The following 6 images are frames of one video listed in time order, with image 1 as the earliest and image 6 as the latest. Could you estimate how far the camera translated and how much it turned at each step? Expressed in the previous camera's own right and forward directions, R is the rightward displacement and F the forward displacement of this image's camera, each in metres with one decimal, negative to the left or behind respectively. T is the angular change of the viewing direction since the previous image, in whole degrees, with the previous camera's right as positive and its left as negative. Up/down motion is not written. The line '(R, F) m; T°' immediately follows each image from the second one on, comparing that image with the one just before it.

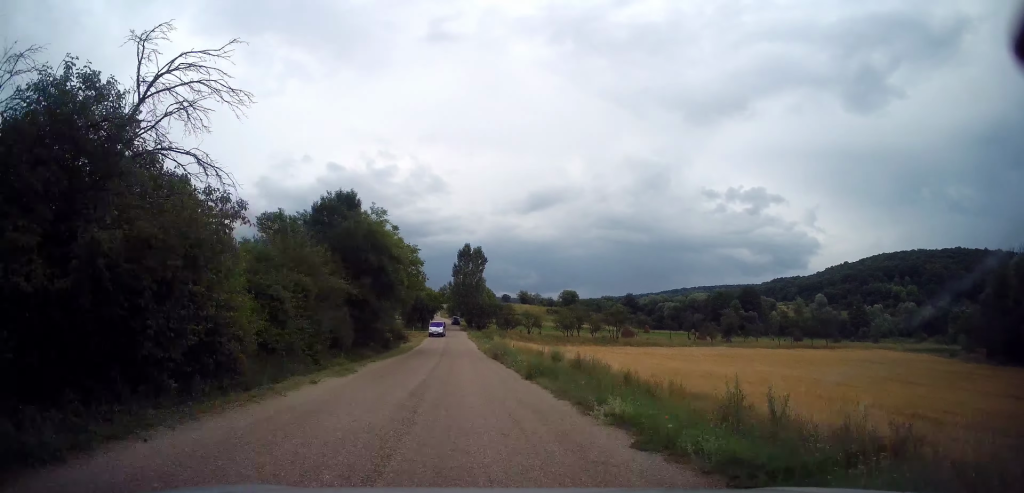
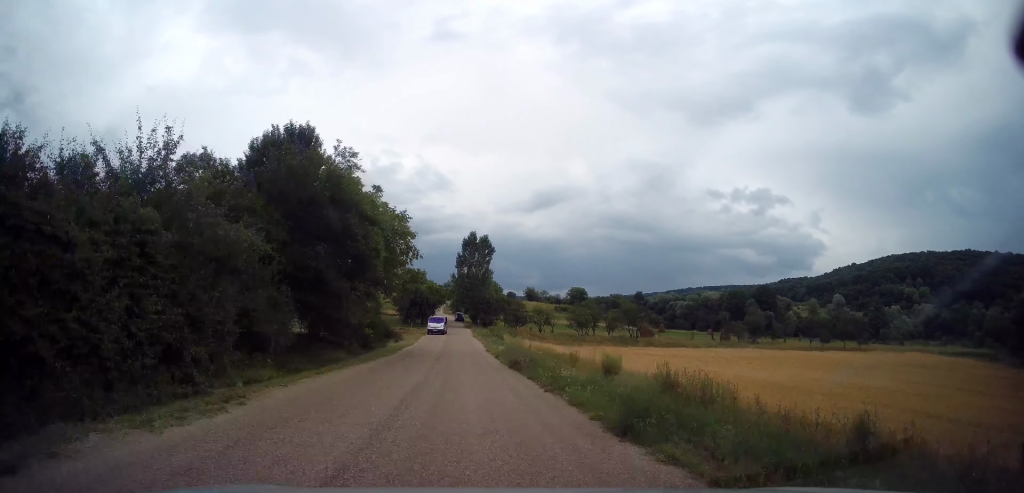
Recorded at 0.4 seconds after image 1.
(0.0, +10.1) m; 0°
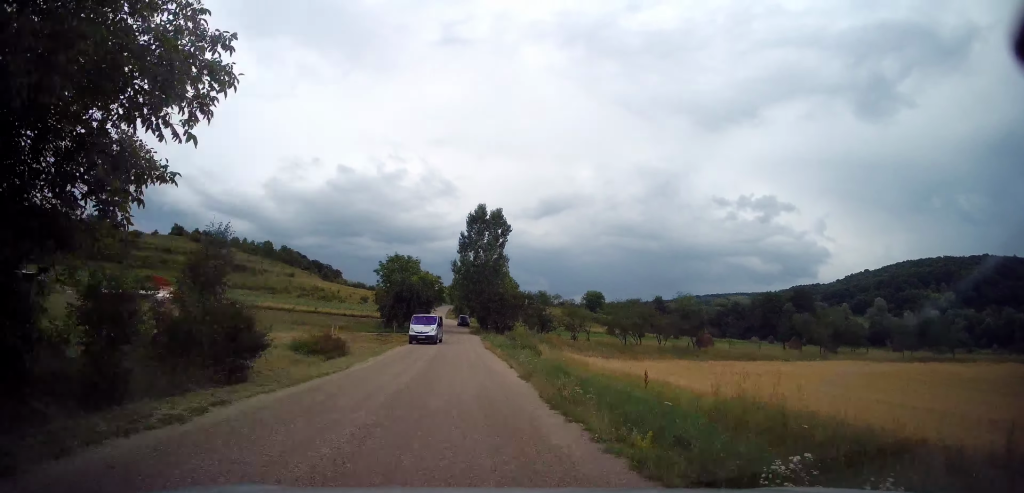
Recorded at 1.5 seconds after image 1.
(0.0, +23.6) m; 0°
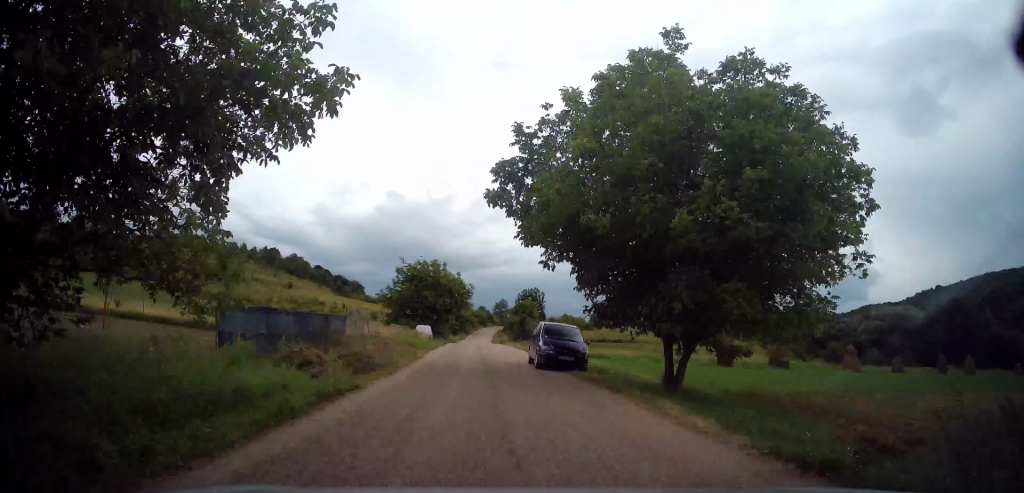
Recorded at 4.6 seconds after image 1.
(-2.8, +66.7) m; -5°
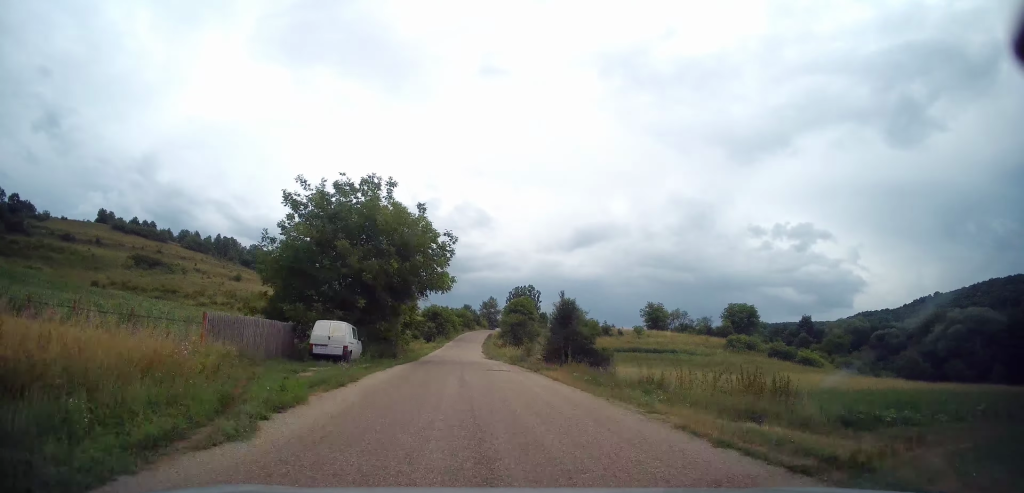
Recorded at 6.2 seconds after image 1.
(-0.6, +33.7) m; 0°
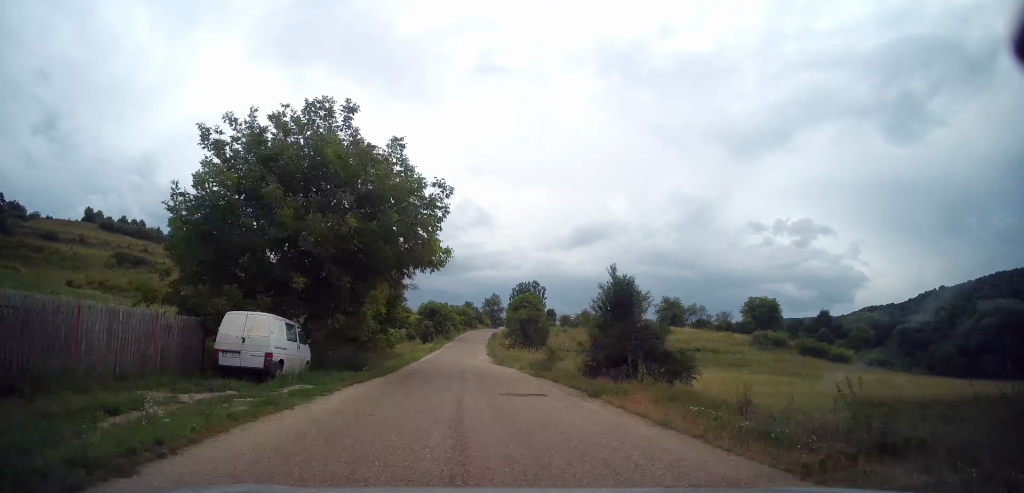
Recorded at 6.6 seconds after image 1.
(+0.1, +9.3) m; 0°
